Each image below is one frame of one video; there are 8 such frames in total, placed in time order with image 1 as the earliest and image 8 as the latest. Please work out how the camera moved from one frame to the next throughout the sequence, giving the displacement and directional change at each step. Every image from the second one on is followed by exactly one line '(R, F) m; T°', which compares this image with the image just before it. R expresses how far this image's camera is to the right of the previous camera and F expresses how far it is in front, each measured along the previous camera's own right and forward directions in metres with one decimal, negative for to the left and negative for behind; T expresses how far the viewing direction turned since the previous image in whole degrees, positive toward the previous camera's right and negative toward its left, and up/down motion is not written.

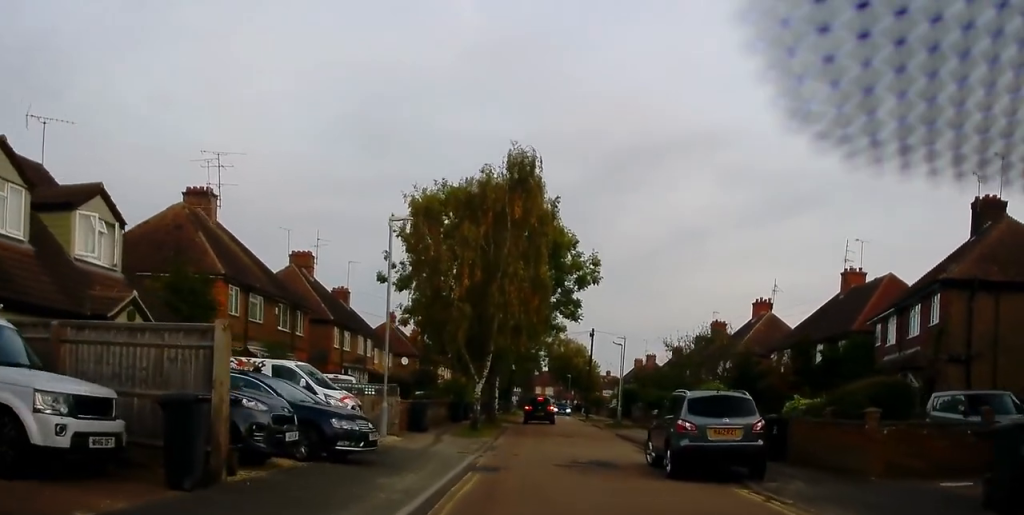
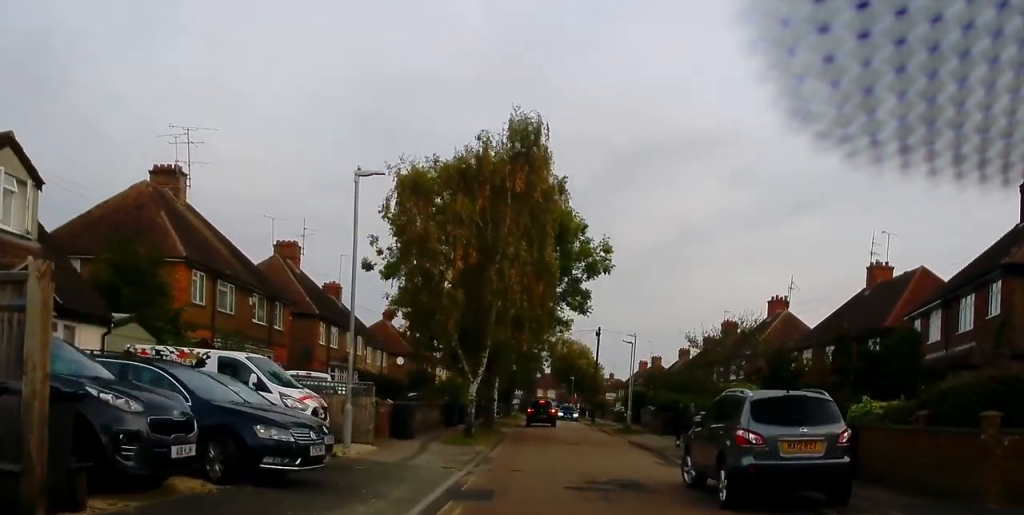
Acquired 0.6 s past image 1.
(-0.1, +3.7) m; 0°
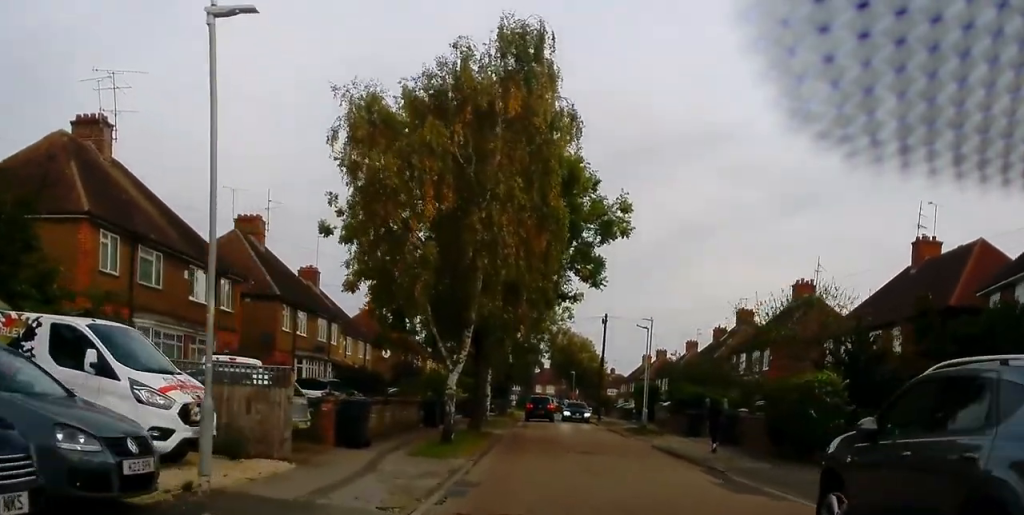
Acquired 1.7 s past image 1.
(+0.3, +6.2) m; 0°
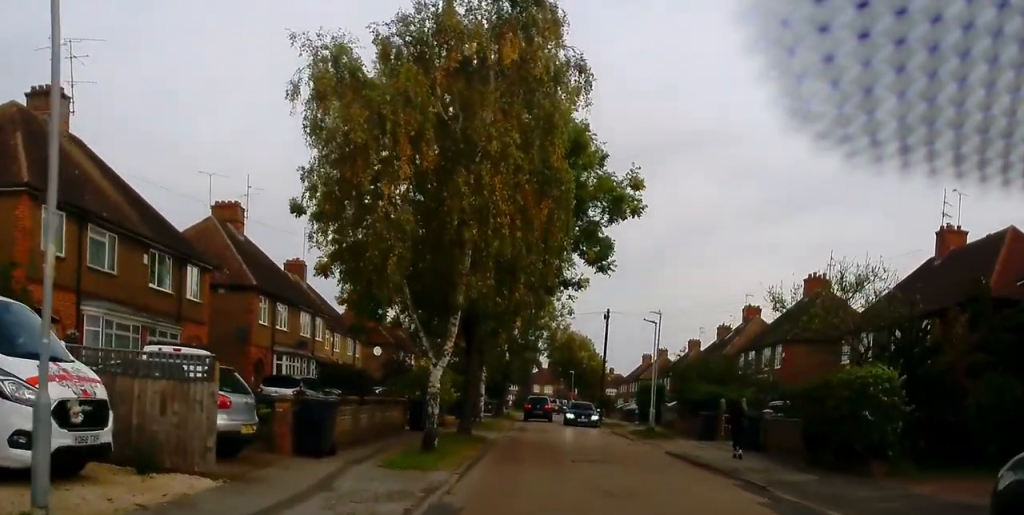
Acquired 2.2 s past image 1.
(-0.1, +3.0) m; -2°
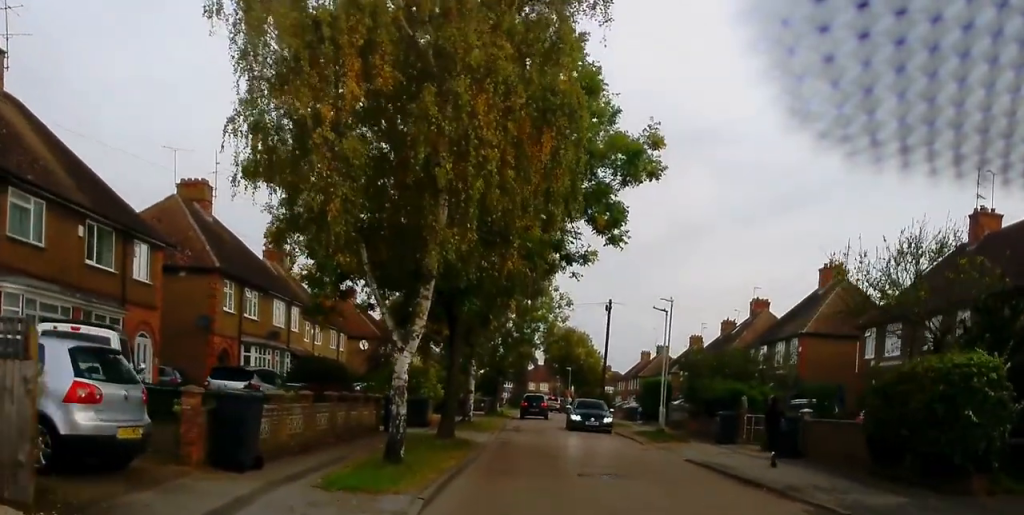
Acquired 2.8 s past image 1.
(-0.1, +3.7) m; 0°
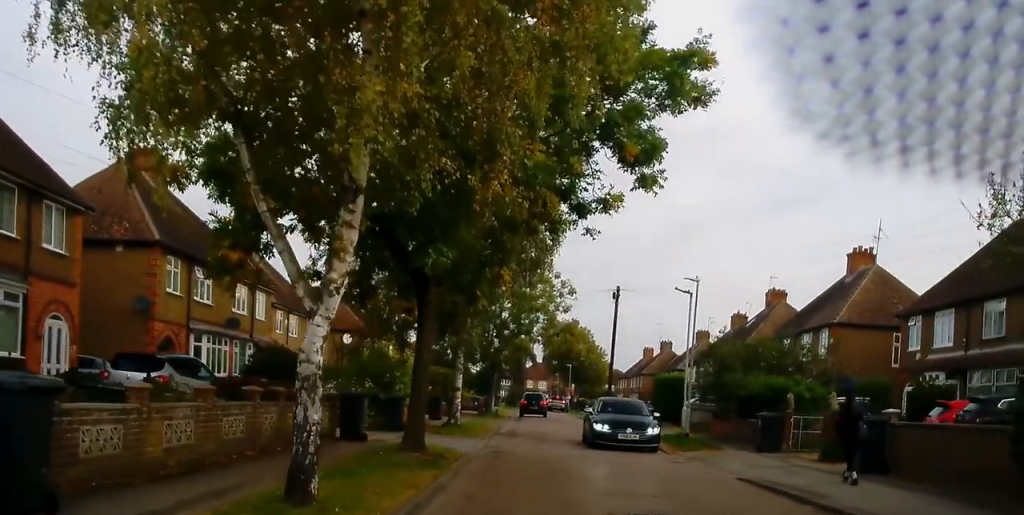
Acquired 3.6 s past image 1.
(-0.1, +5.1) m; +2°
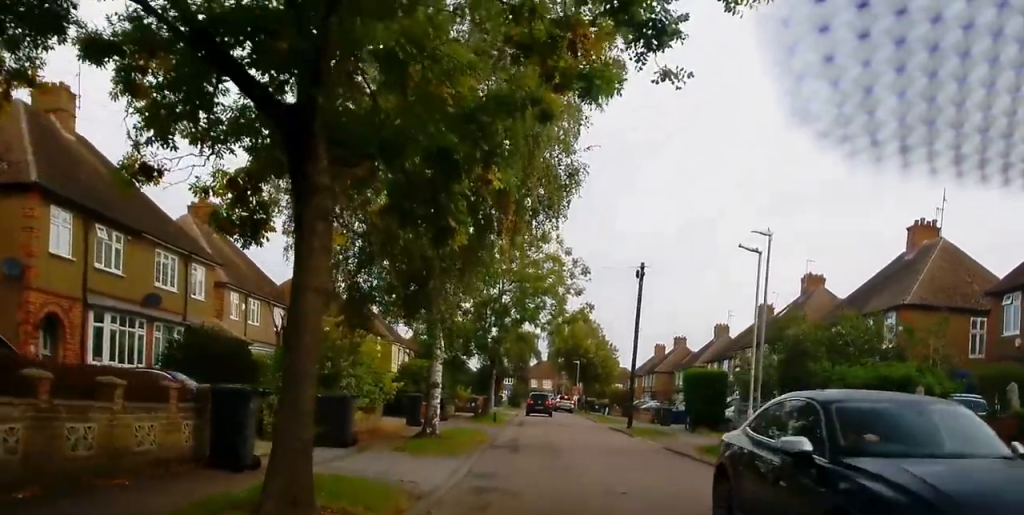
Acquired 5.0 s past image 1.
(+0.4, +7.4) m; +1°
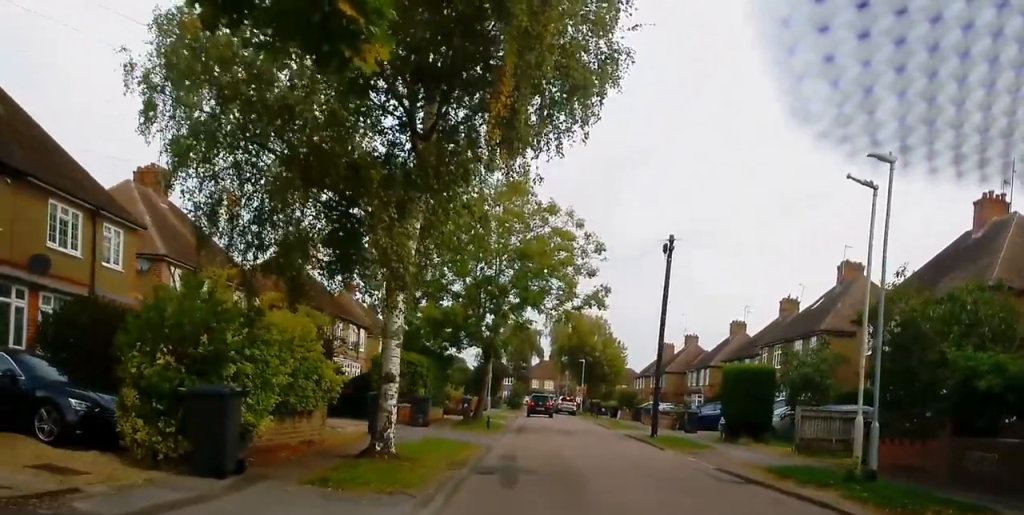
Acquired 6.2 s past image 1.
(-0.3, +6.5) m; -3°
